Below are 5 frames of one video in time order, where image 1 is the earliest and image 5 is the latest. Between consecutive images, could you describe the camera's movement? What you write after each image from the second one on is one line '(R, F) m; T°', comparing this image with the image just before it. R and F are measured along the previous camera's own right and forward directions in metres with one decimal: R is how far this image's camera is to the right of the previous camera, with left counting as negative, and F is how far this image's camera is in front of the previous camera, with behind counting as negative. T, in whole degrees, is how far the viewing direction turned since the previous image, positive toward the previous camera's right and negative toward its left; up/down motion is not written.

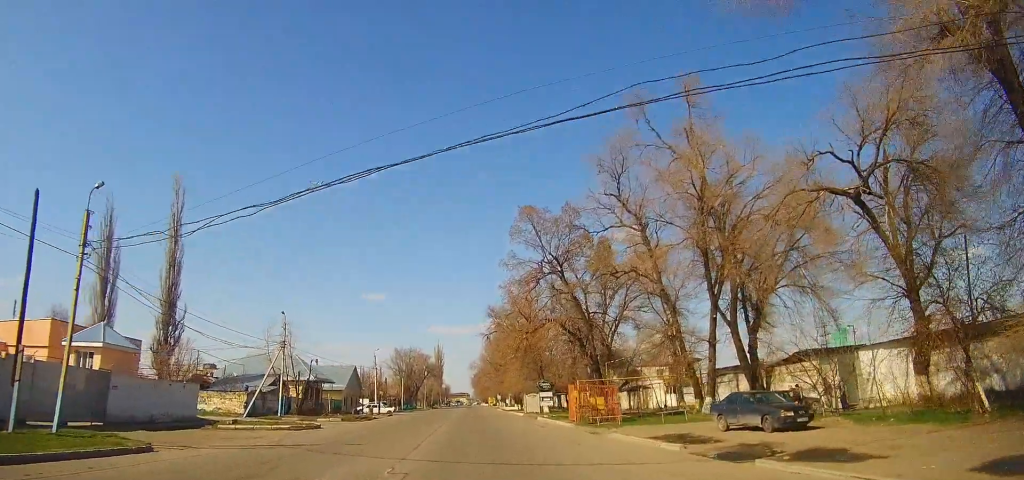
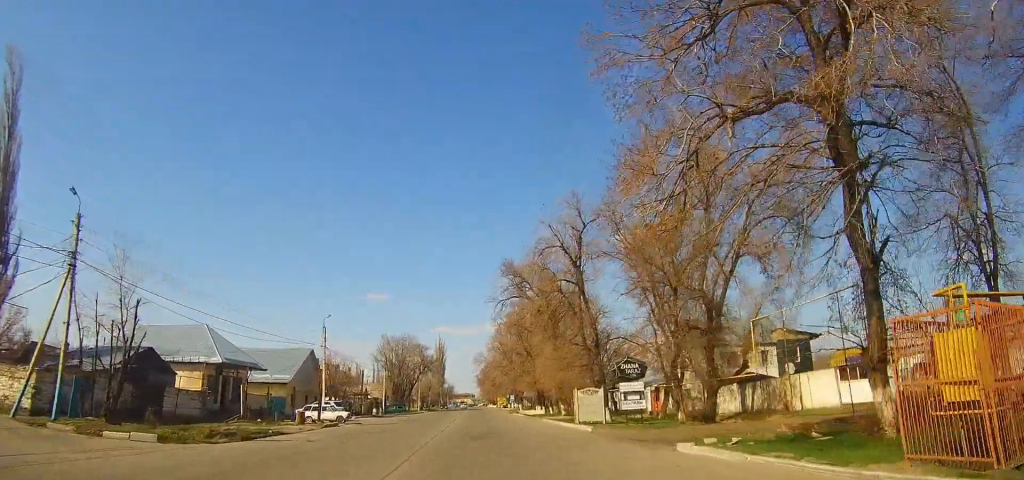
(-0.1, +28.5) m; -1°
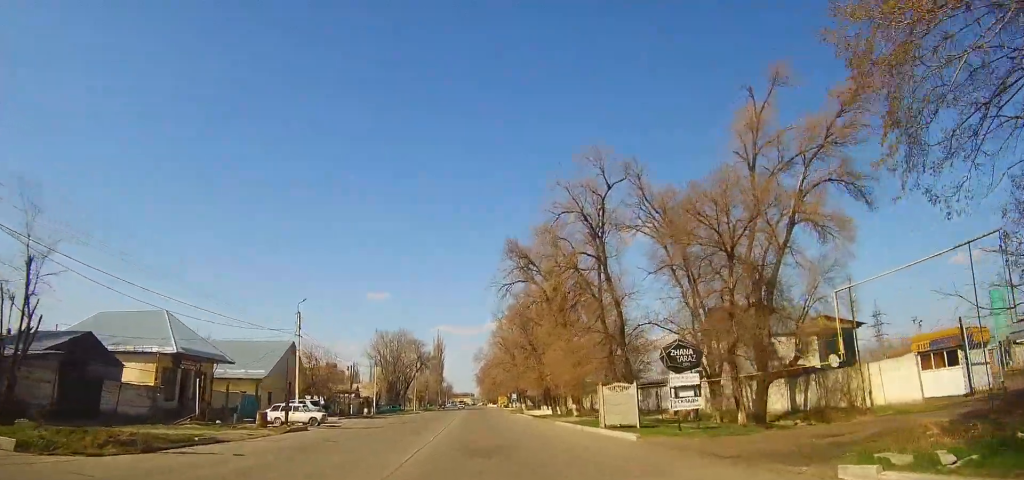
(0.0, +7.3) m; 0°
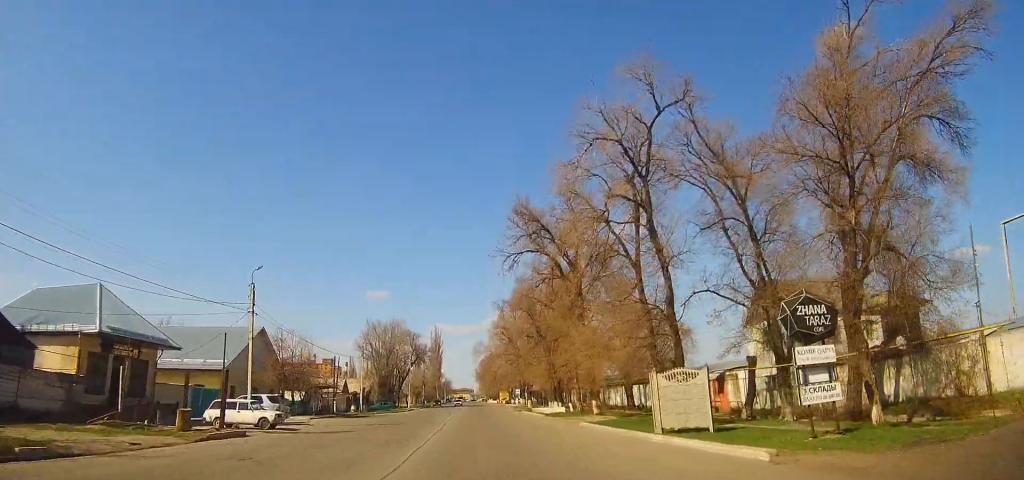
(0.0, +9.2) m; 0°
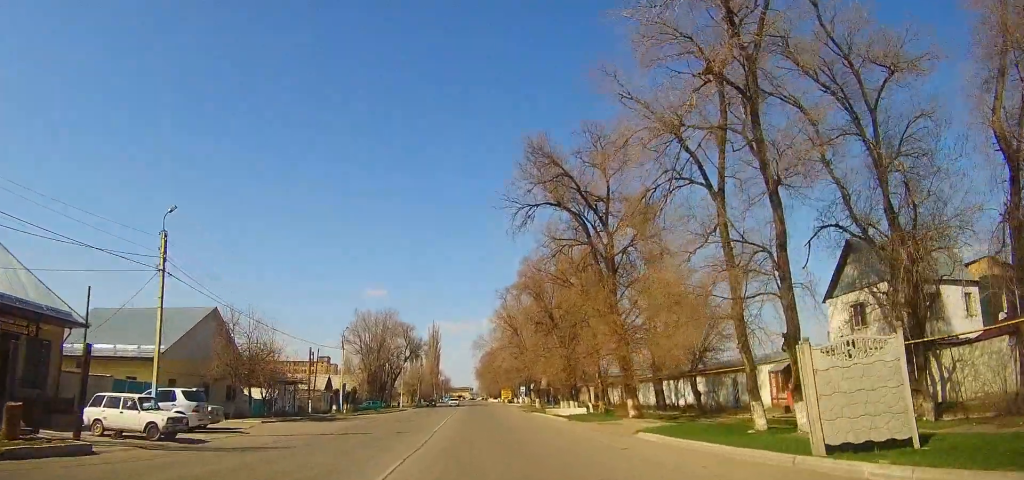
(+0.1, +10.2) m; 0°
